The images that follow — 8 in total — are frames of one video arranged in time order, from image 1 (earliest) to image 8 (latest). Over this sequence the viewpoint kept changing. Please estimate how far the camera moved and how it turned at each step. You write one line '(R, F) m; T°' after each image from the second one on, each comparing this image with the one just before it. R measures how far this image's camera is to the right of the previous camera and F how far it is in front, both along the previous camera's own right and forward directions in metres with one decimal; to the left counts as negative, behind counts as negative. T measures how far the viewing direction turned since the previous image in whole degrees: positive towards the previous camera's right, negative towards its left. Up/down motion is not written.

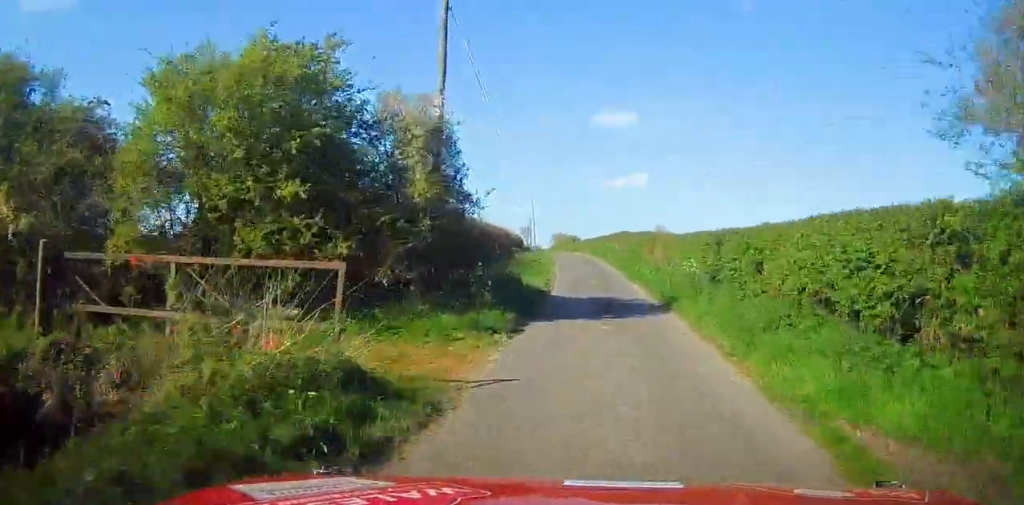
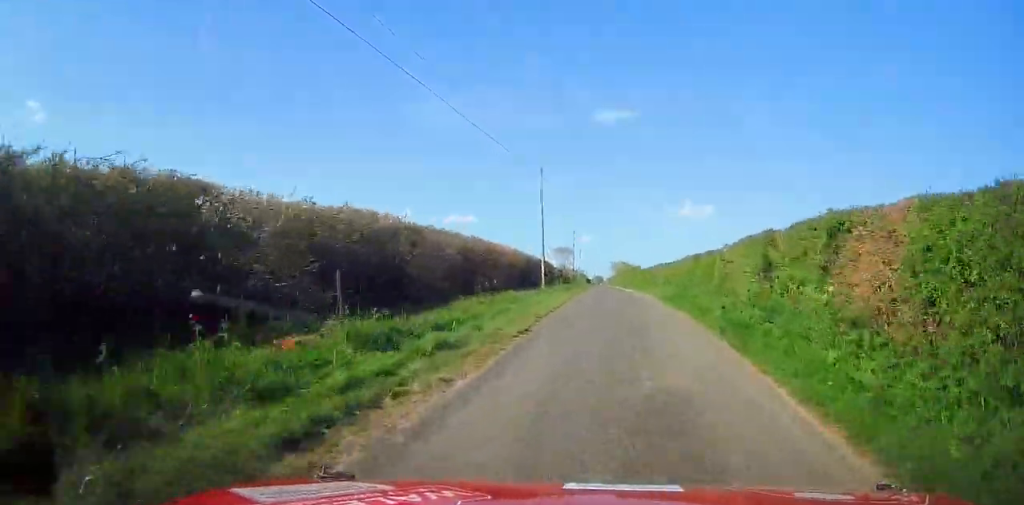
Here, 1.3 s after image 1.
(-8.6, +42.1) m; -10°
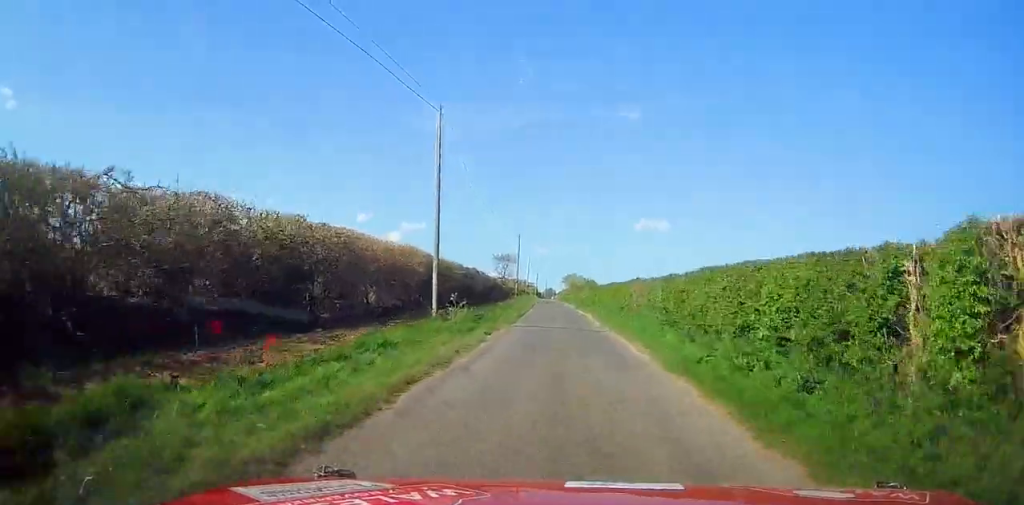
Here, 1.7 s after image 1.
(+0.3, +15.6) m; +1°
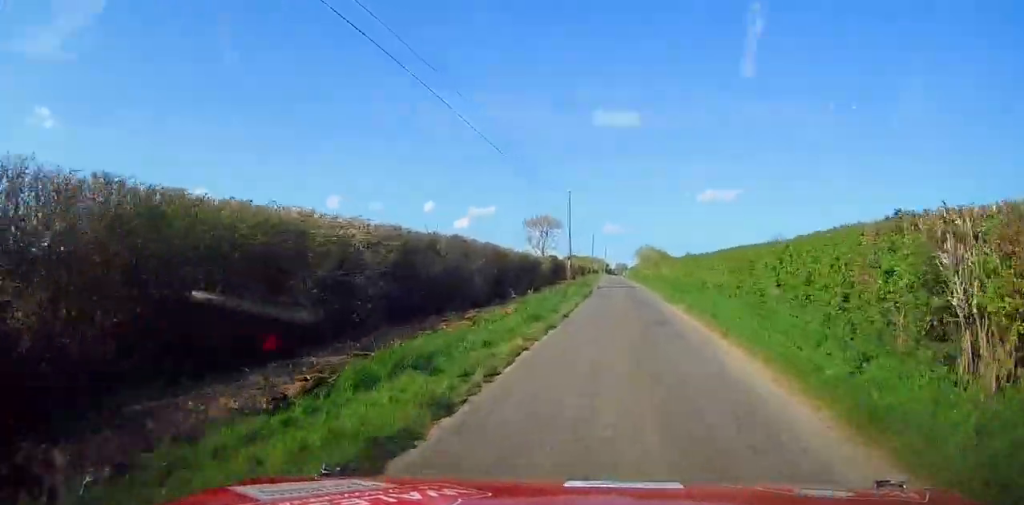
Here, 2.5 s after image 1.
(+0.2, +24.2) m; -3°
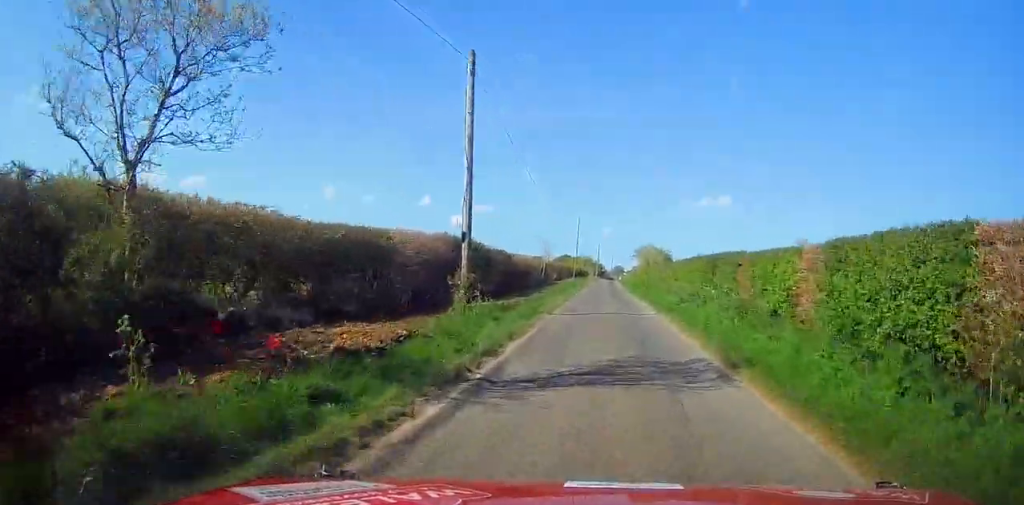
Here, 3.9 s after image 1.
(-3.9, +37.5) m; +2°
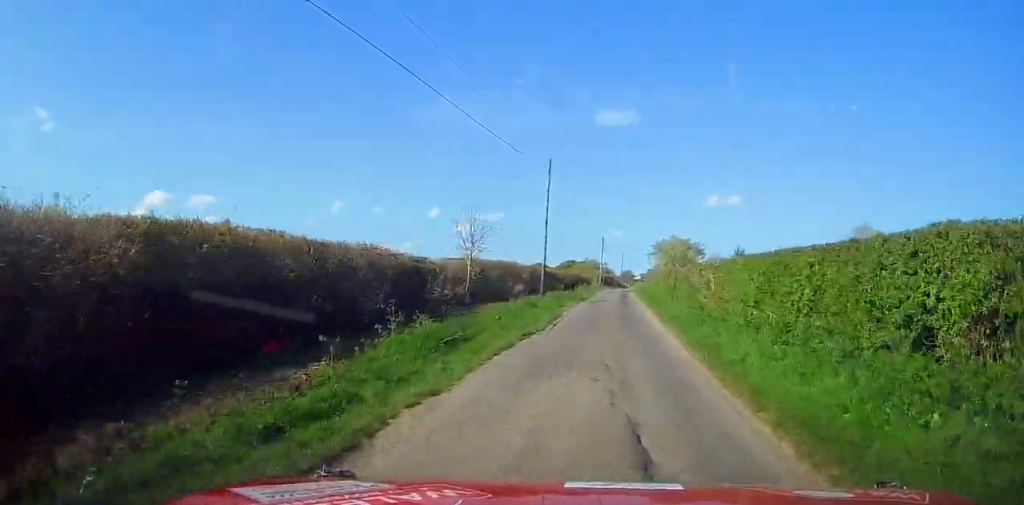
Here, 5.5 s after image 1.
(+6.5, +42.1) m; +4°
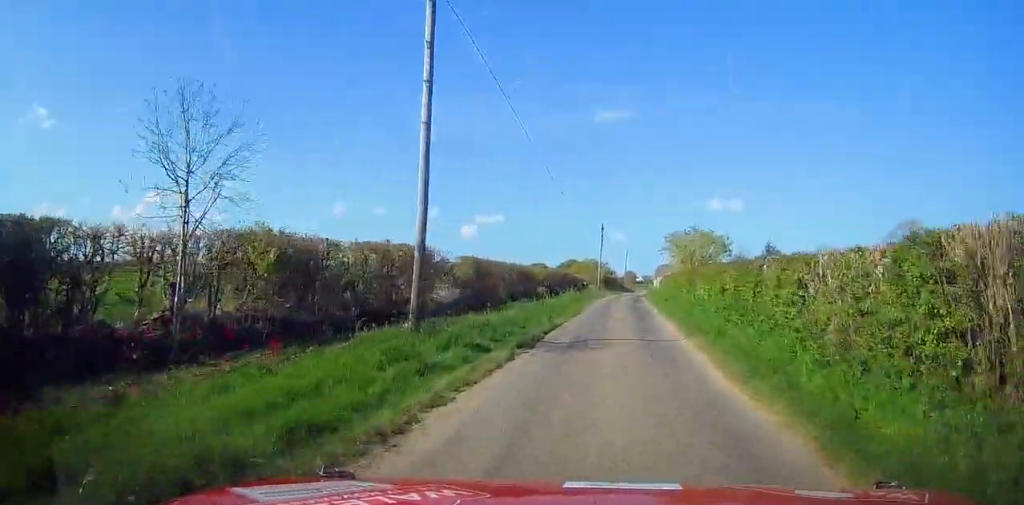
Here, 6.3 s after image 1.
(-1.5, +22.8) m; -4°
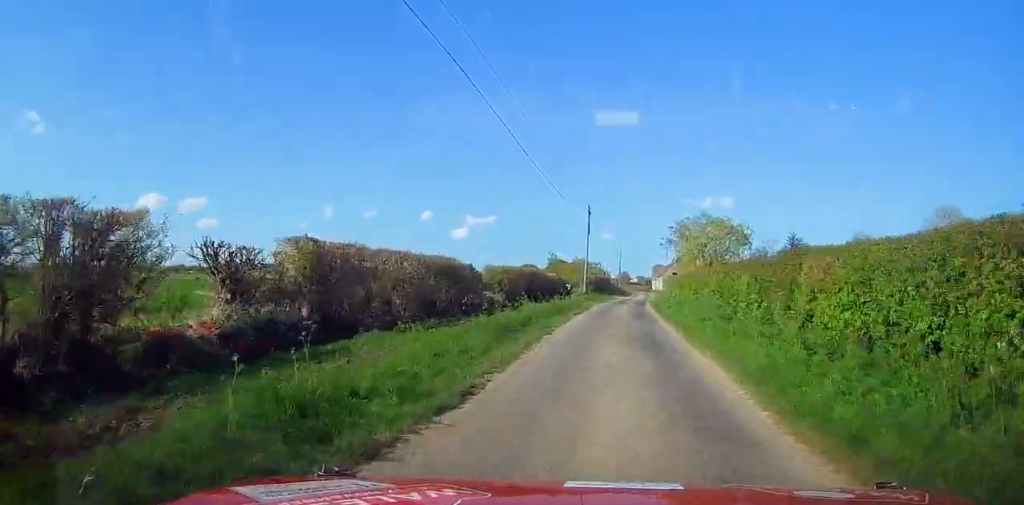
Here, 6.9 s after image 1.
(0.0, +17.2) m; 0°
